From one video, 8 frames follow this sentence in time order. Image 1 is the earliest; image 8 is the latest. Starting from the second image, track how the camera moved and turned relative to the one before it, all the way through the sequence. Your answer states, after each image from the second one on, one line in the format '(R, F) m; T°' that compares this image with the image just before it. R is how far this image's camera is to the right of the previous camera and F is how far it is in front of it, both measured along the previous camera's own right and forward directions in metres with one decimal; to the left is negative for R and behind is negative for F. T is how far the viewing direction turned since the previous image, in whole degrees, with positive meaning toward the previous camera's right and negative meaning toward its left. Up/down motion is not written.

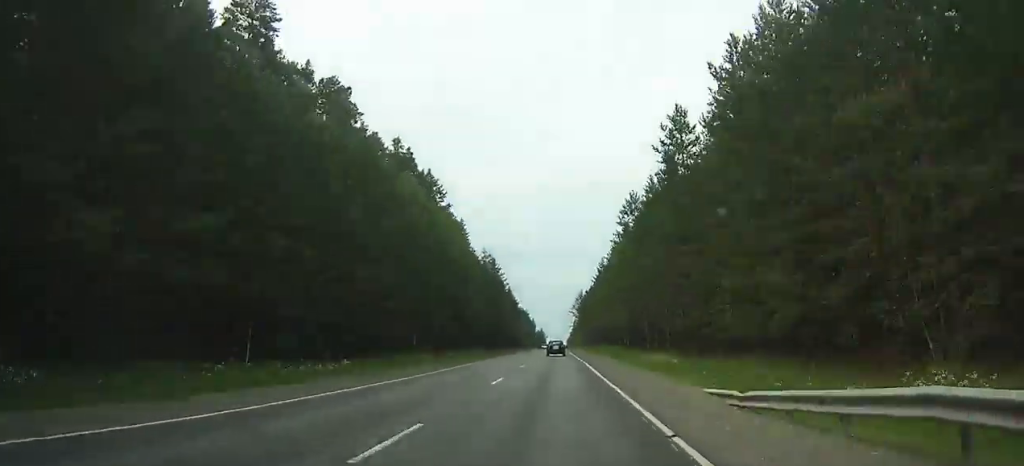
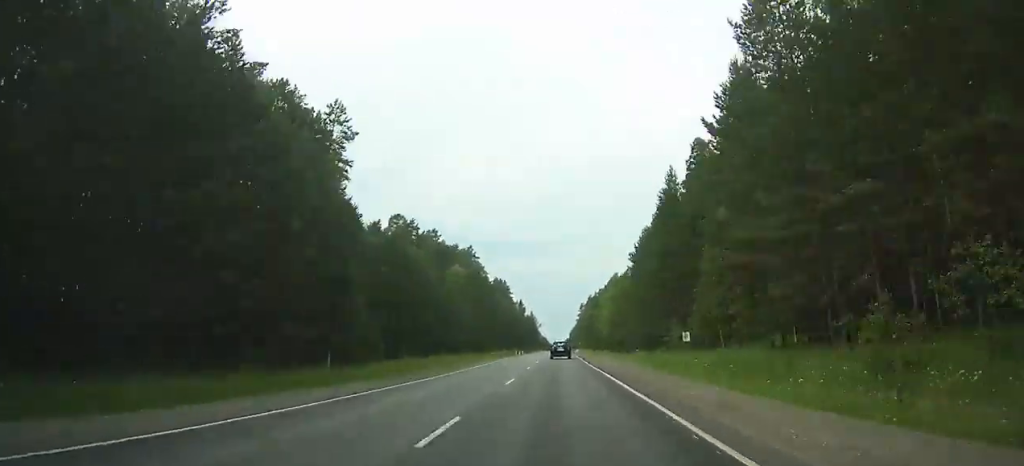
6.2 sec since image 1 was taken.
(0.0, +174.2) m; 0°
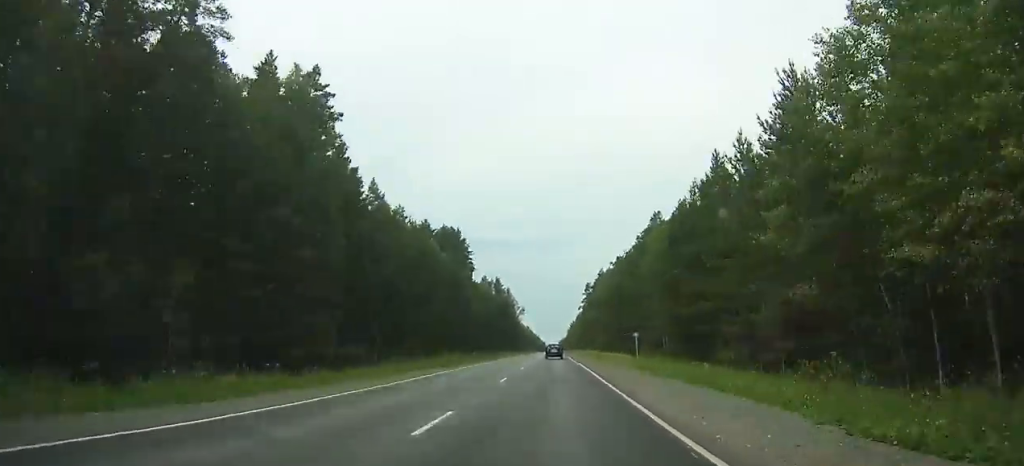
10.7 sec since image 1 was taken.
(+0.4, +117.0) m; 0°
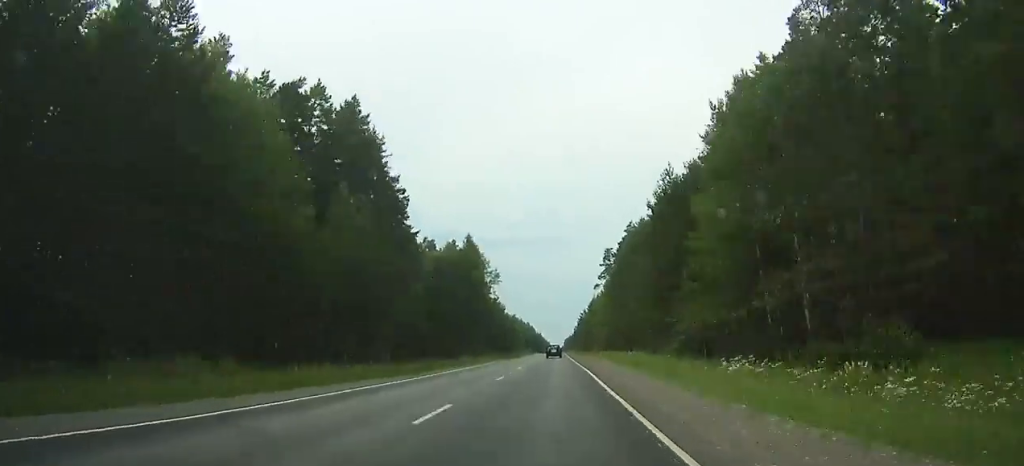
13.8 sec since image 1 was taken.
(-0.2, +83.7) m; 0°
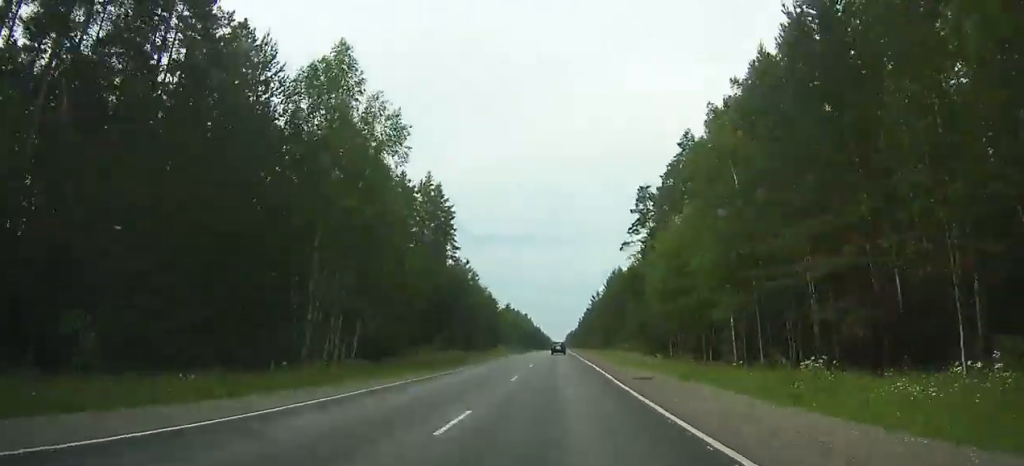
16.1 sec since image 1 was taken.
(-0.3, +62.9) m; 0°
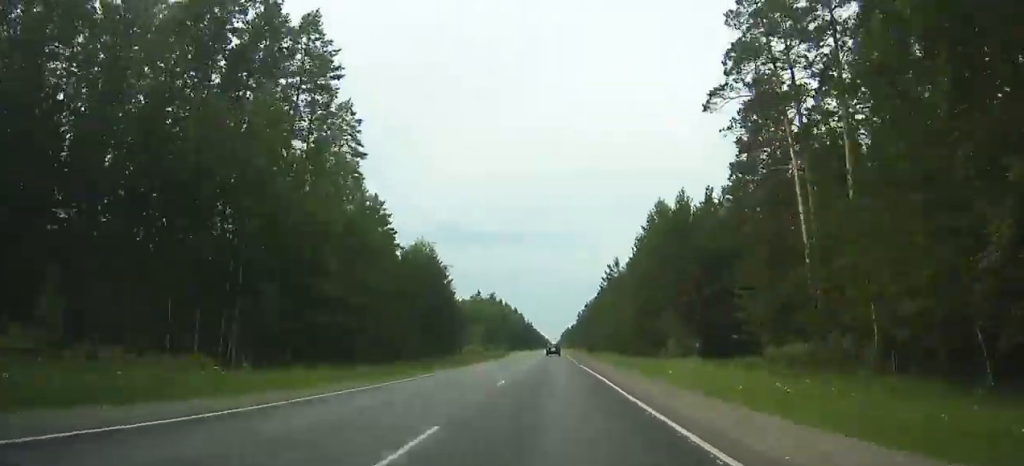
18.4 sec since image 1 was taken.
(-0.1, +62.8) m; 0°
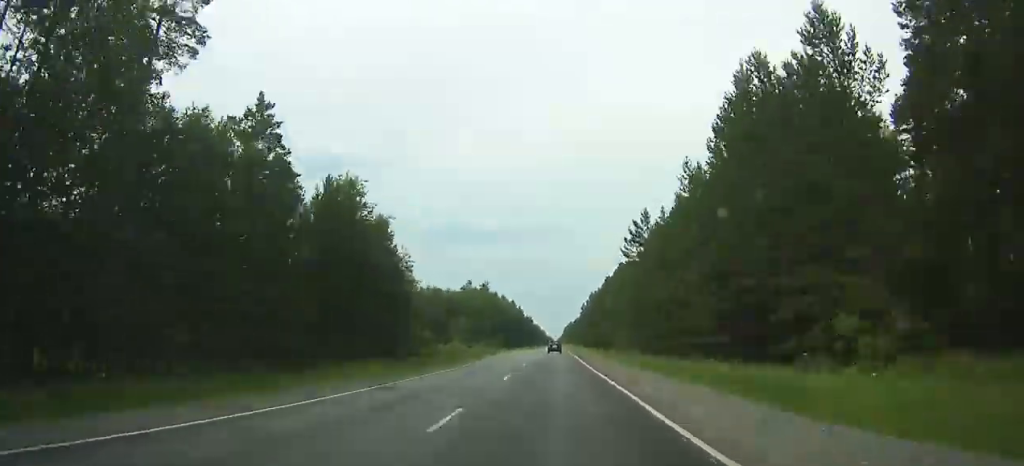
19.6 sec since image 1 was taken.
(-0.1, +32.8) m; 0°
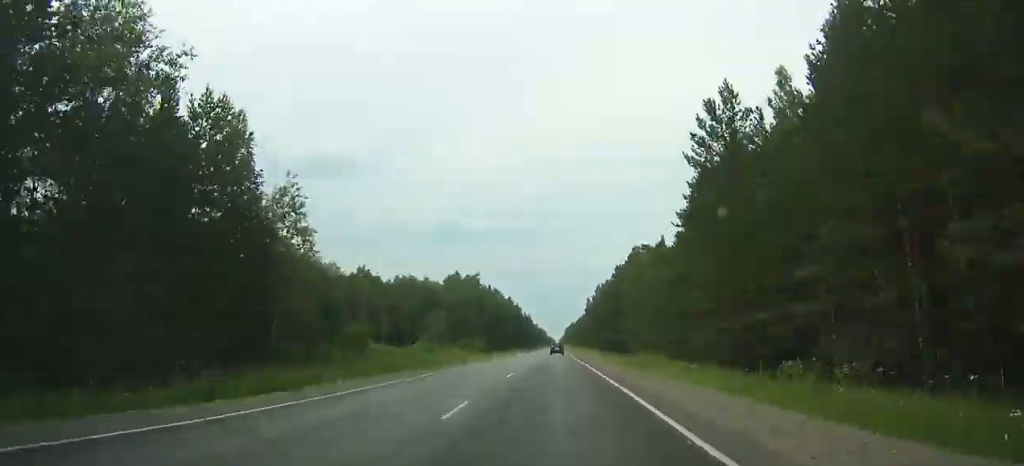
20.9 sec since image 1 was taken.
(+0.1, +35.2) m; 0°
